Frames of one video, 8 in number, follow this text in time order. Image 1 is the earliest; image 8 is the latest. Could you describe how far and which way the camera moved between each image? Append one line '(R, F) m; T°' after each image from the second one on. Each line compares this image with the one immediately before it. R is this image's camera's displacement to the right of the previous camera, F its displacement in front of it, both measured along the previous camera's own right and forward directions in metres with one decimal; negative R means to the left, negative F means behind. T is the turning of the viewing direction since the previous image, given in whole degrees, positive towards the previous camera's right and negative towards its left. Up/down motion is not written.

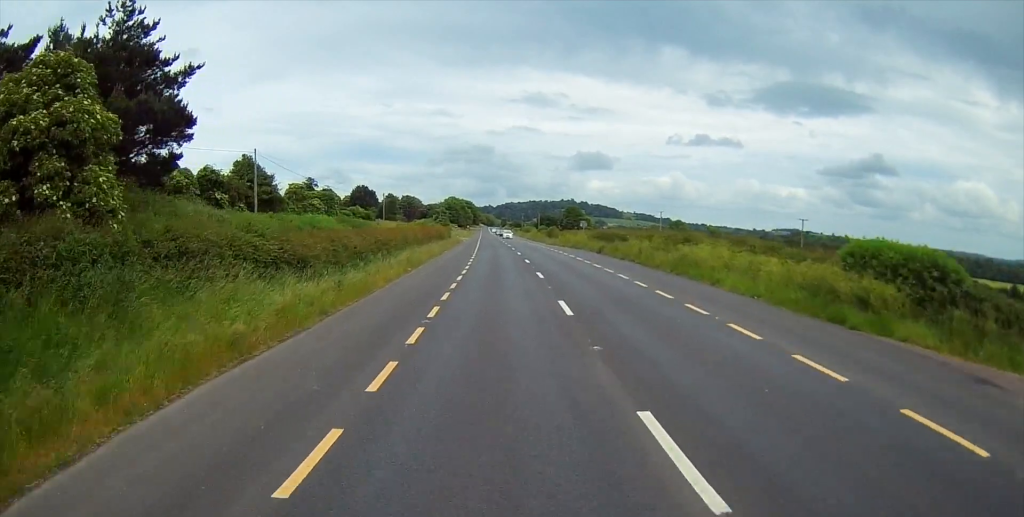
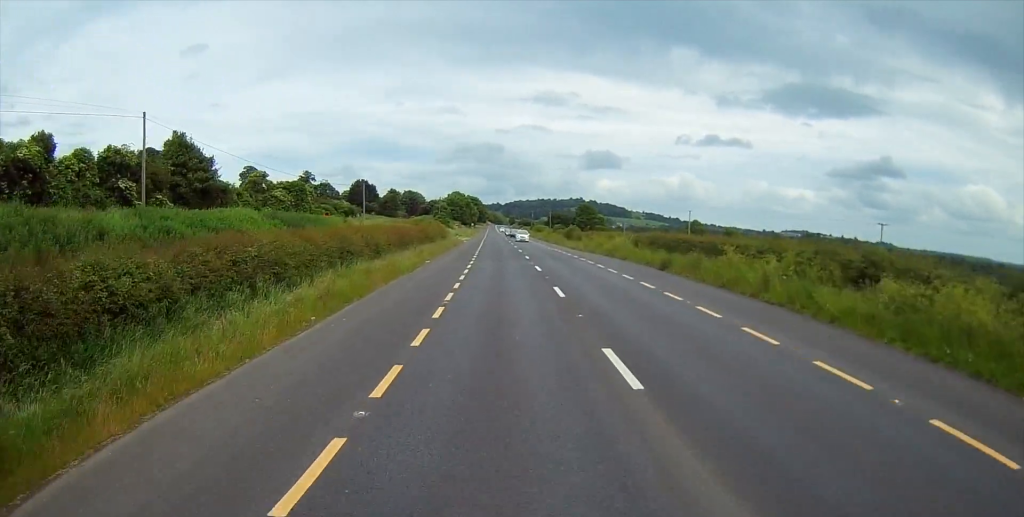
(-0.3, +20.5) m; -1°
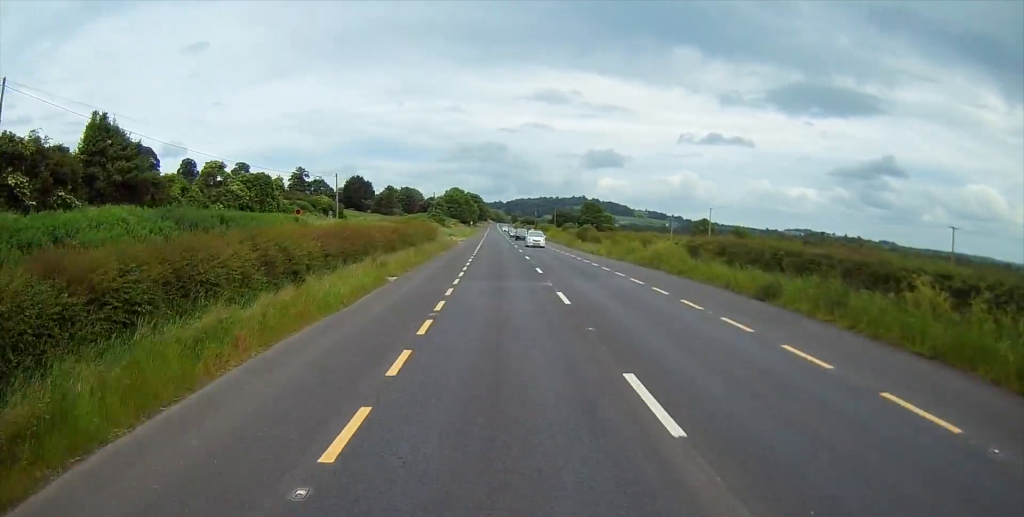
(-0.1, +14.6) m; -1°
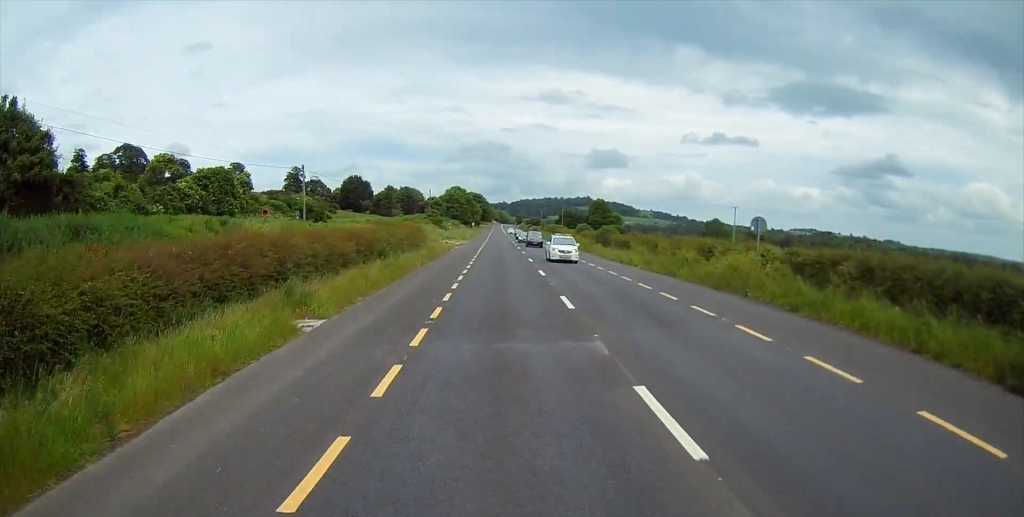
(+0.2, +13.1) m; -1°
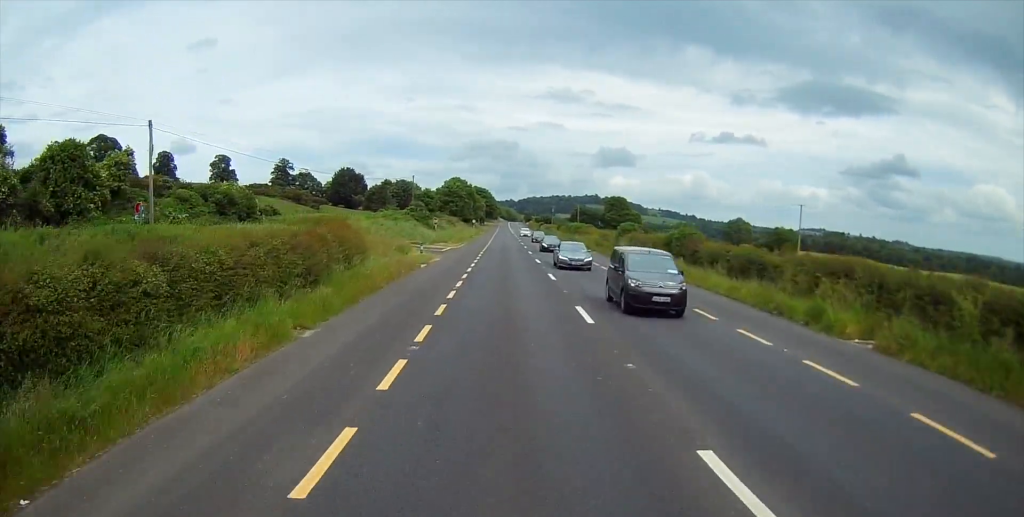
(-0.4, +28.1) m; 0°
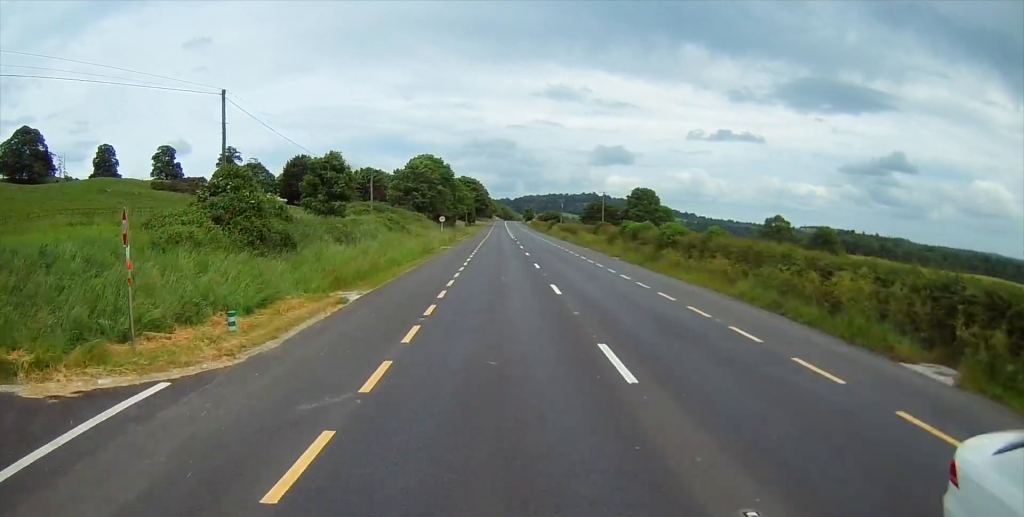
(+0.3, +56.3) m; 0°
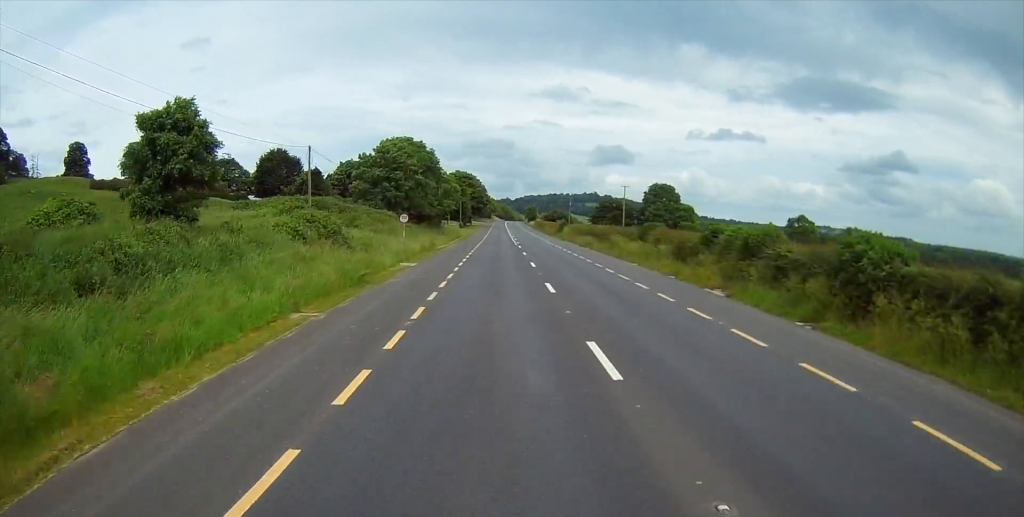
(-0.1, +24.8) m; 0°
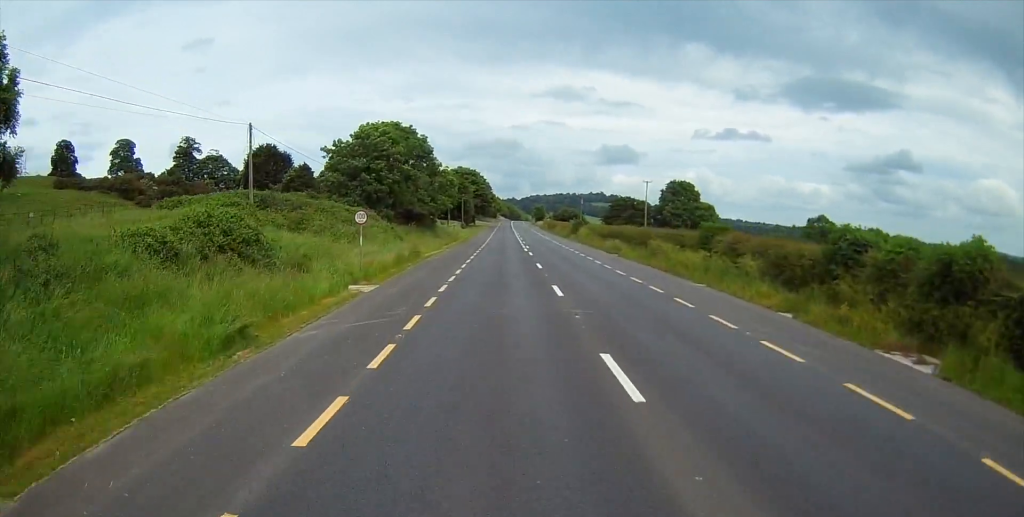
(+0.1, +13.8) m; 0°
